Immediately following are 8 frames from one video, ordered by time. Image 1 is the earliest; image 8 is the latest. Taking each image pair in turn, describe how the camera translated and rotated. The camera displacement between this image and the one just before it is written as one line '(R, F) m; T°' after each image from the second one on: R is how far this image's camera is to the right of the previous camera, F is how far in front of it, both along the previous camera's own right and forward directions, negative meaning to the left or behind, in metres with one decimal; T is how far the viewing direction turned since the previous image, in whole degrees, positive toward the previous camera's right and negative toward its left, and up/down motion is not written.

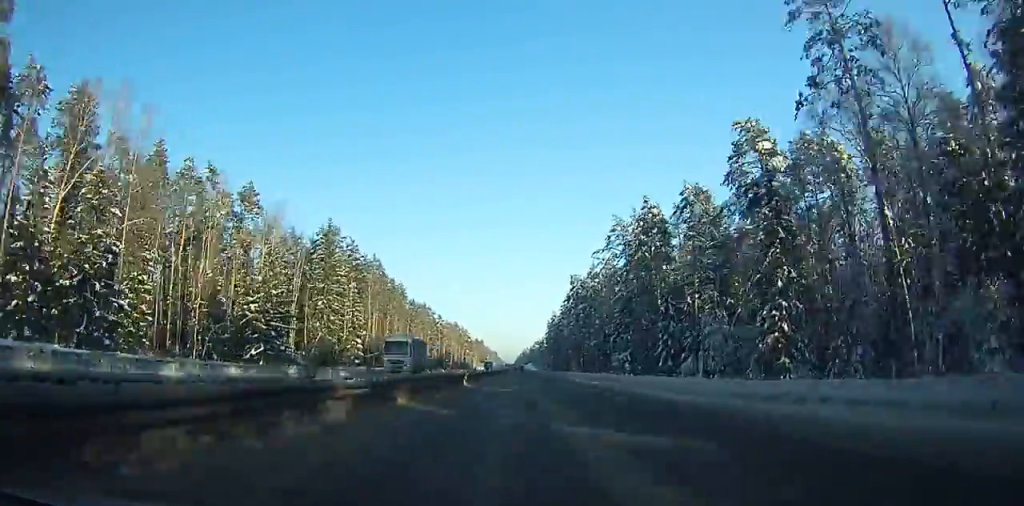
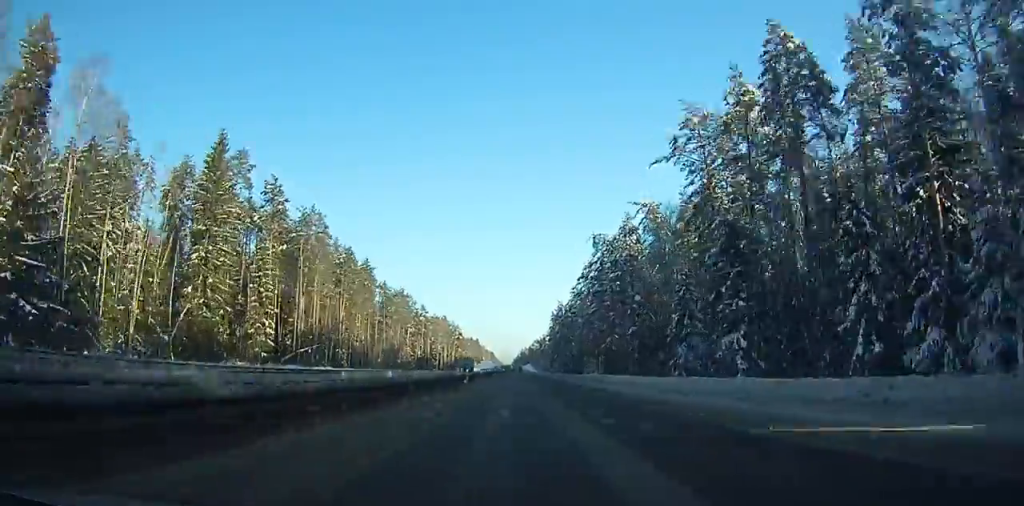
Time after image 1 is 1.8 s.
(-0.1, +54.3) m; 0°
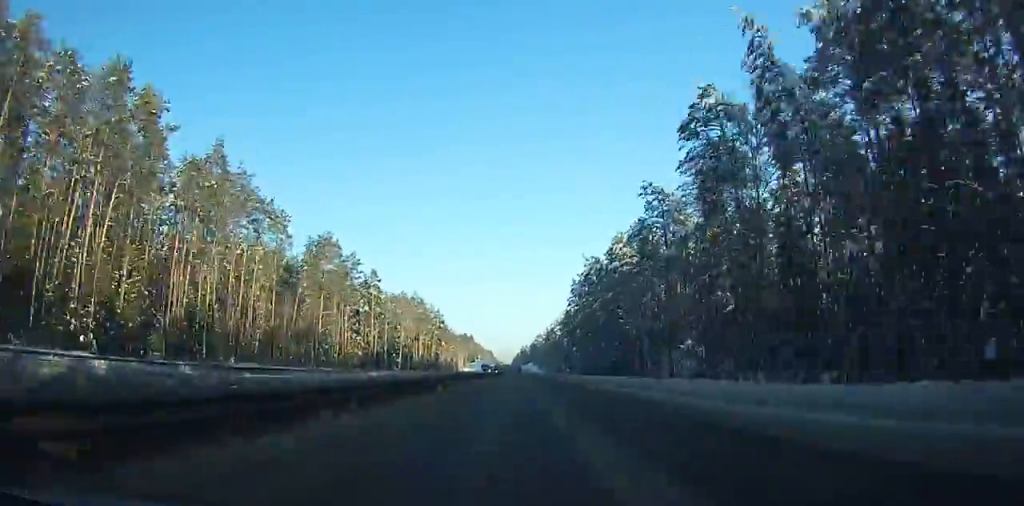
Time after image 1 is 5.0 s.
(+0.5, +98.4) m; 0°
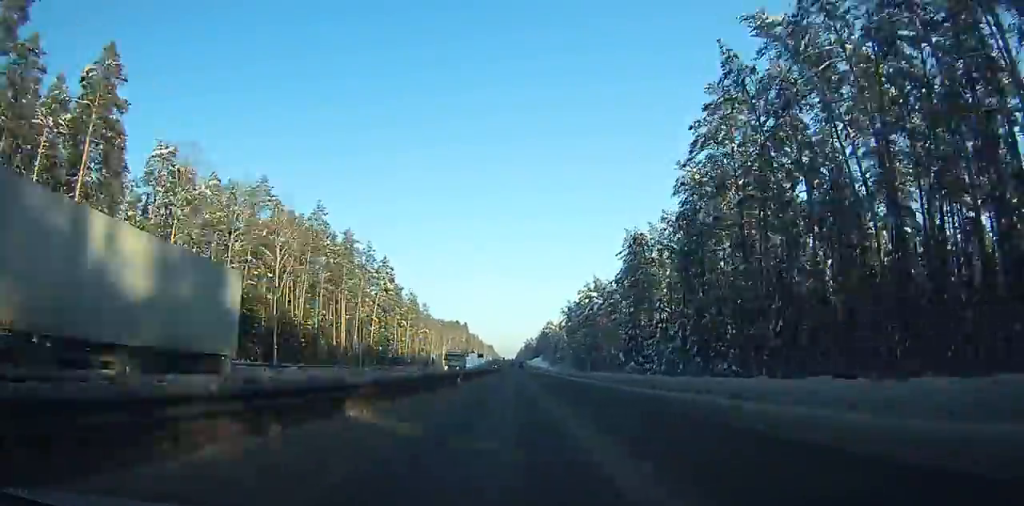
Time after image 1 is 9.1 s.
(-0.4, +125.6) m; 0°
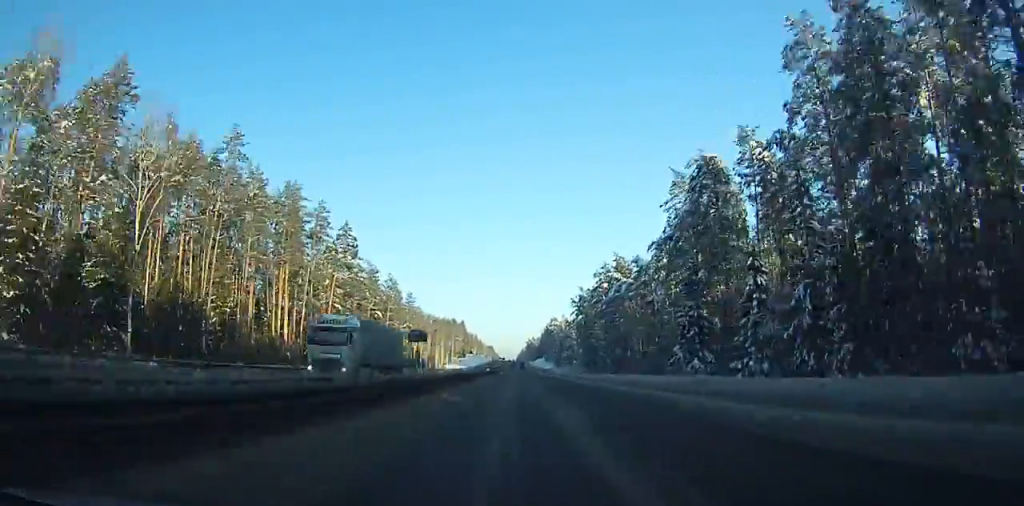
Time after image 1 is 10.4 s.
(0.0, +41.2) m; 0°
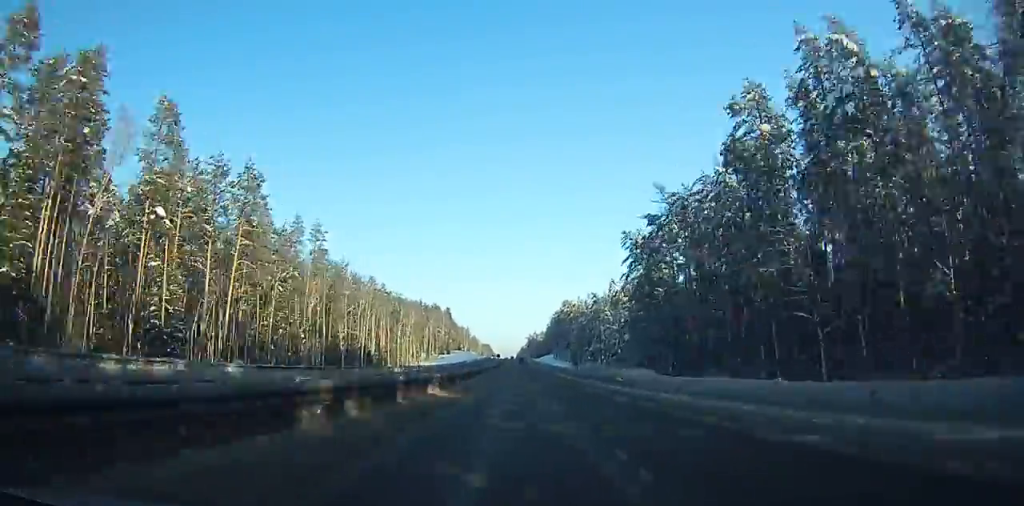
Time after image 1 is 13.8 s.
(-0.3, +112.3) m; 0°
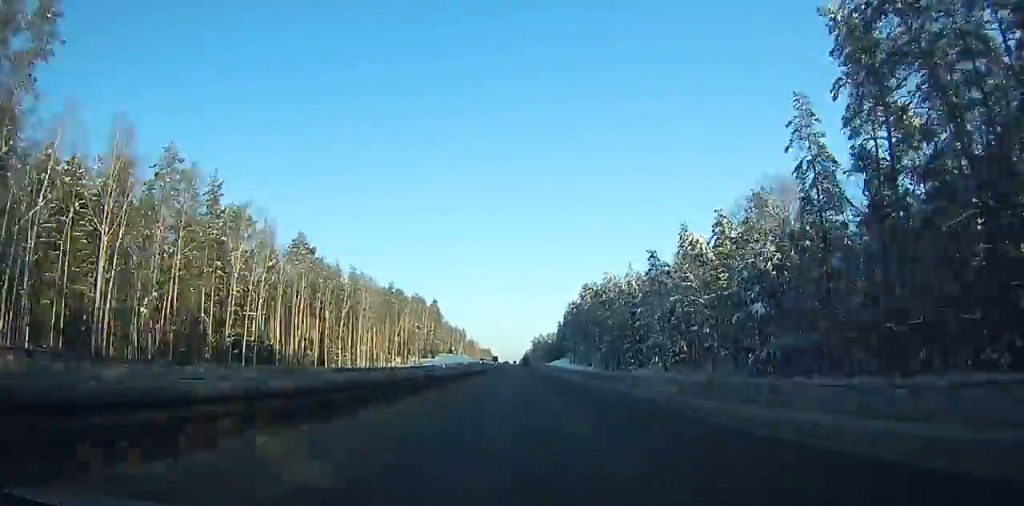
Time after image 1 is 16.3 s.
(-0.1, +82.5) m; 0°
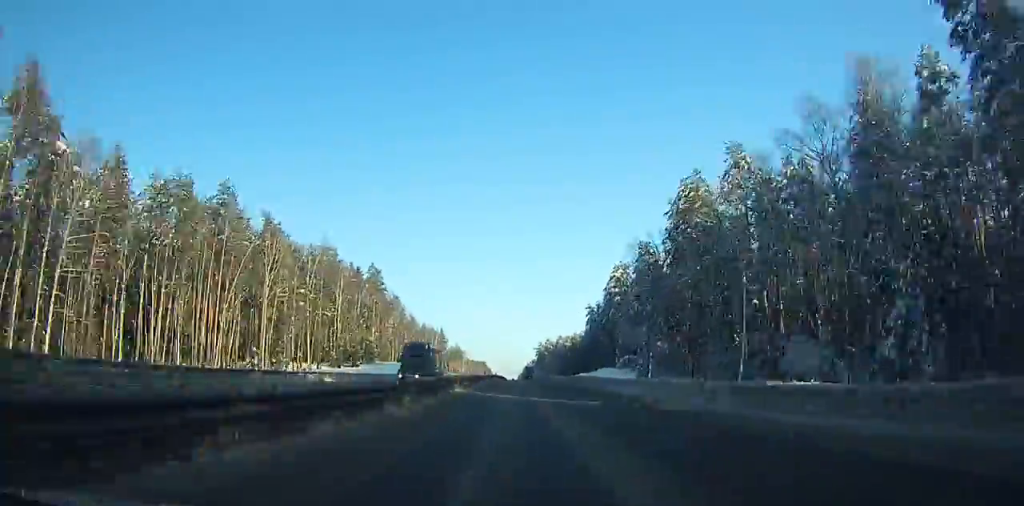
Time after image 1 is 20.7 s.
(+0.1, +140.5) m; 0°
